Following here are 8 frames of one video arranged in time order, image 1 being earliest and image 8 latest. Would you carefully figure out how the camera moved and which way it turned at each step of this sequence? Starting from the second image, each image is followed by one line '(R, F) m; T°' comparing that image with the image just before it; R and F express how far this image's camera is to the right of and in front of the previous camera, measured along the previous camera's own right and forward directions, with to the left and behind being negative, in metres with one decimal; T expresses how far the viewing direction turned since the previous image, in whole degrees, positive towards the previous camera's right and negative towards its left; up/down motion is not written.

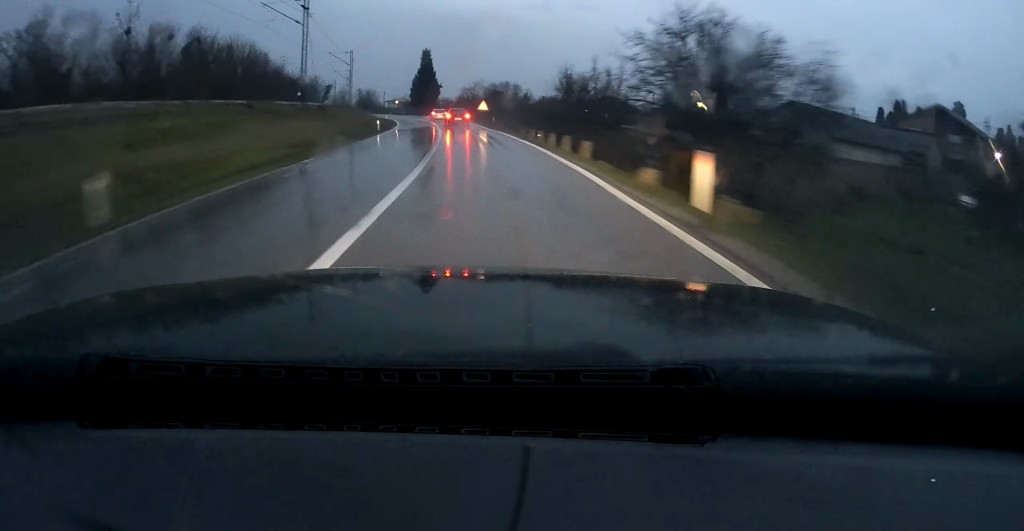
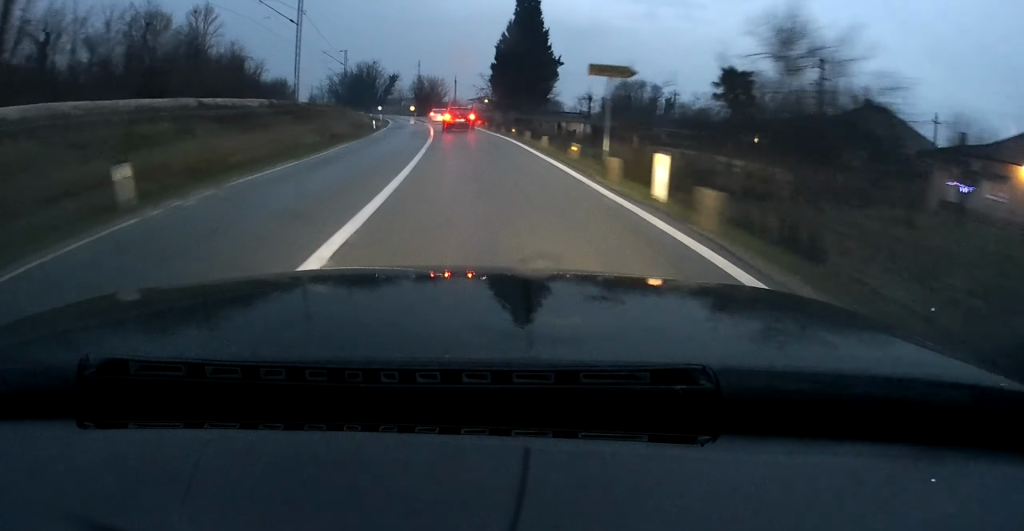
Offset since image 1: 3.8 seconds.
(-7.3, +86.1) m; -10°
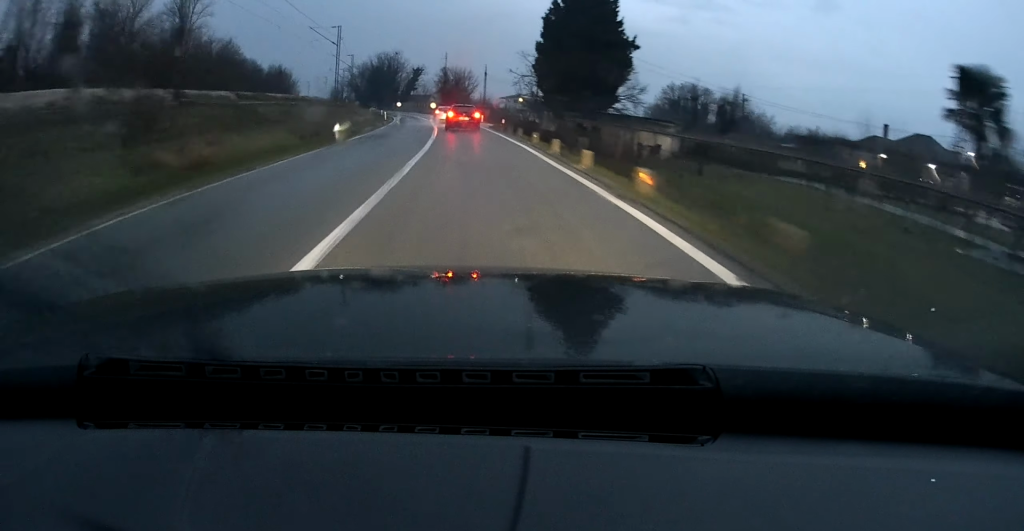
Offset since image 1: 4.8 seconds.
(-0.9, +21.8) m; -2°
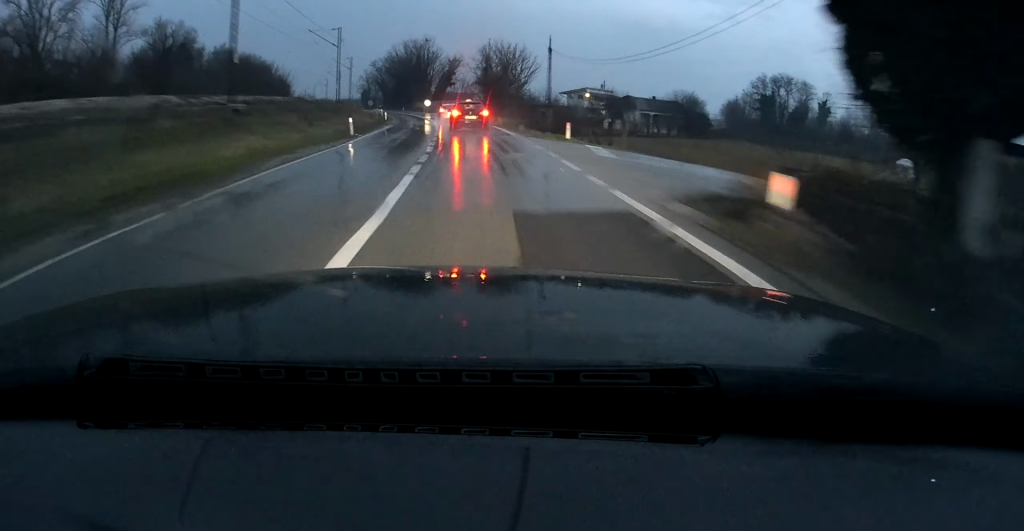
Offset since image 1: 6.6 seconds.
(-1.3, +37.2) m; -4°
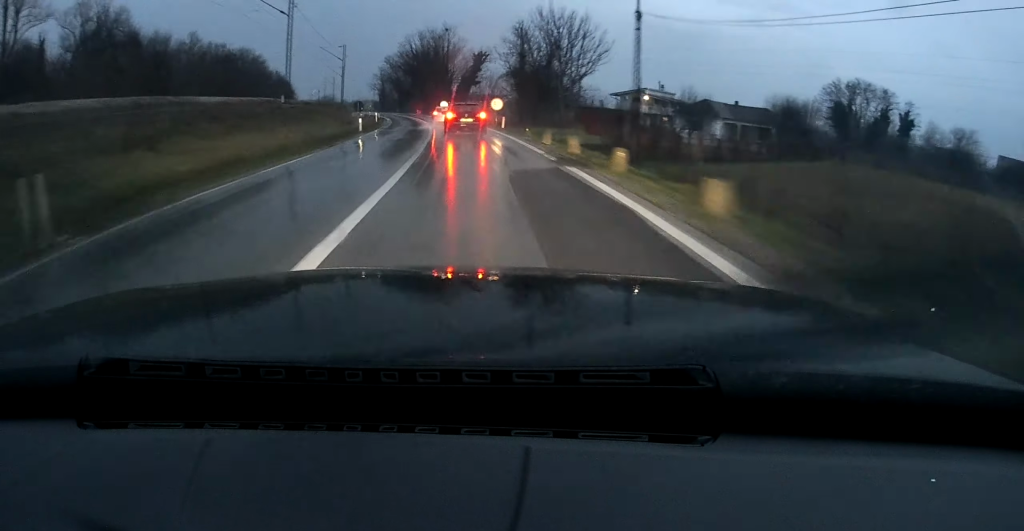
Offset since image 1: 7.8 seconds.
(0.0, +25.1) m; -3°
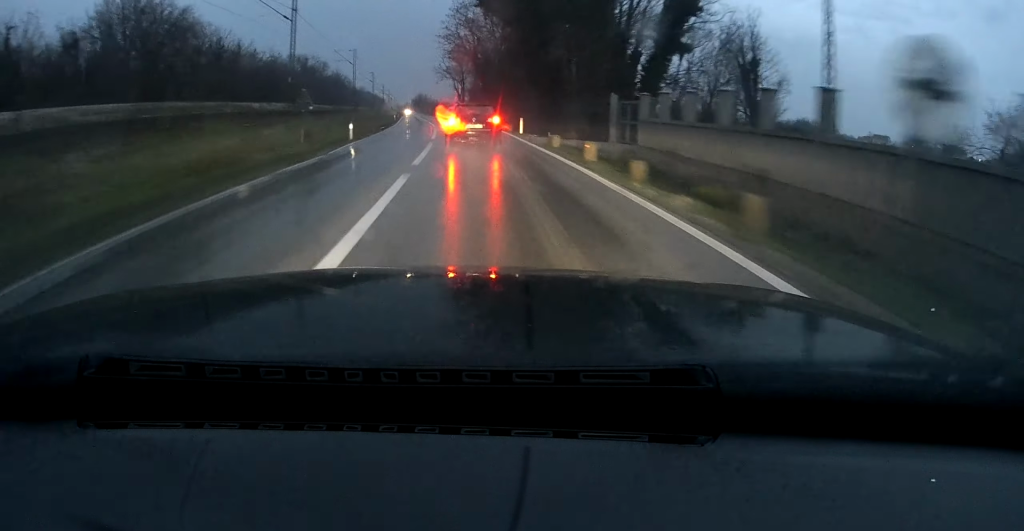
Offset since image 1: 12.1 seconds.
(-8.3, +84.4) m; -10°
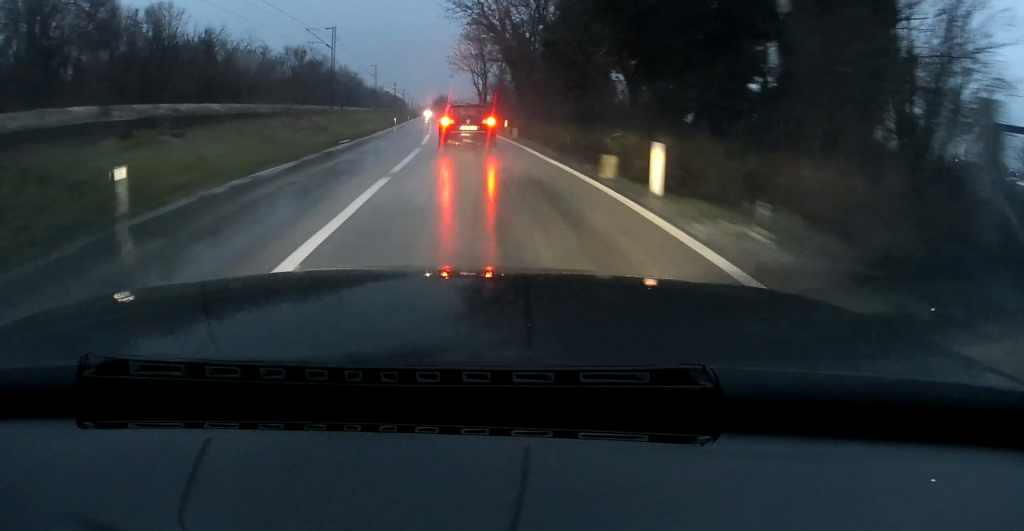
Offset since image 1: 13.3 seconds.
(-0.6, +23.3) m; -2°
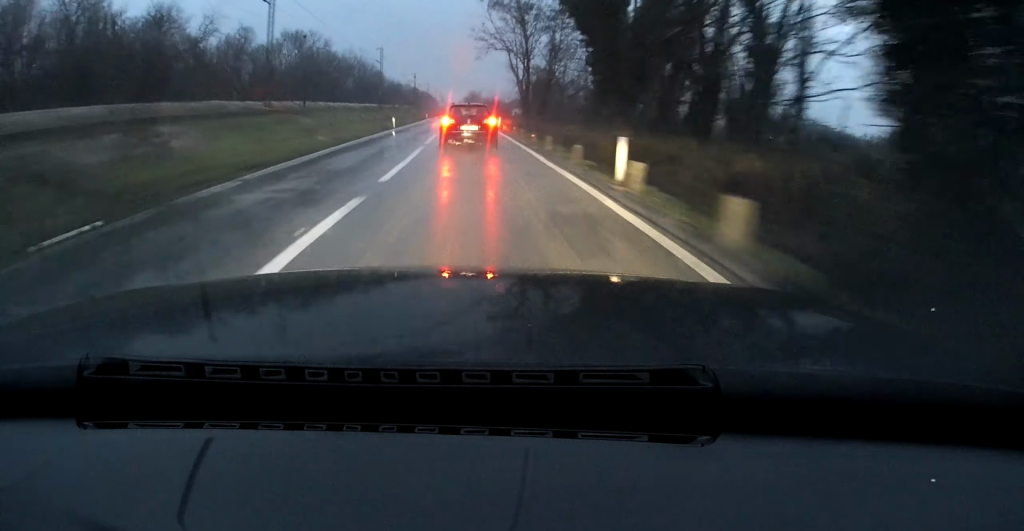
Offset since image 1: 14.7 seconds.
(-0.5, +25.3) m; -2°
